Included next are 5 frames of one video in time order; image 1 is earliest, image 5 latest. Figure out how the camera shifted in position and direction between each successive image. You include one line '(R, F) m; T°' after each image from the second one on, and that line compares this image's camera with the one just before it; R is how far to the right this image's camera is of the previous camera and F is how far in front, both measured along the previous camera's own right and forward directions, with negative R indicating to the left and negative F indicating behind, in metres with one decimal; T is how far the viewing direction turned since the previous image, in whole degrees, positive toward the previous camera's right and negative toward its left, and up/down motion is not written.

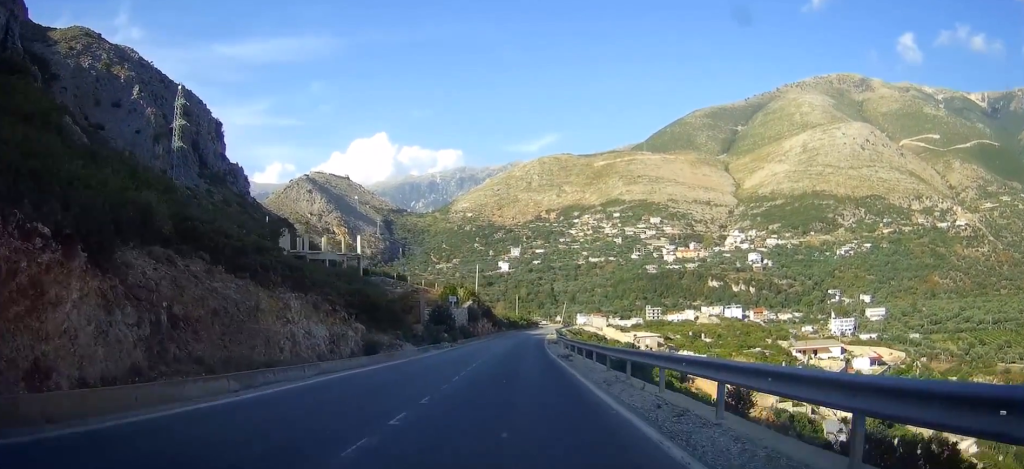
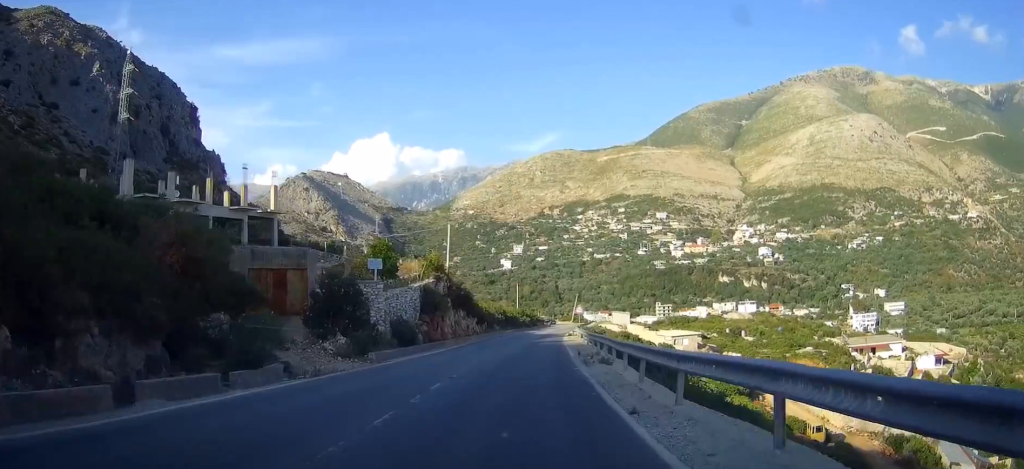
(0.0, +34.5) m; 0°
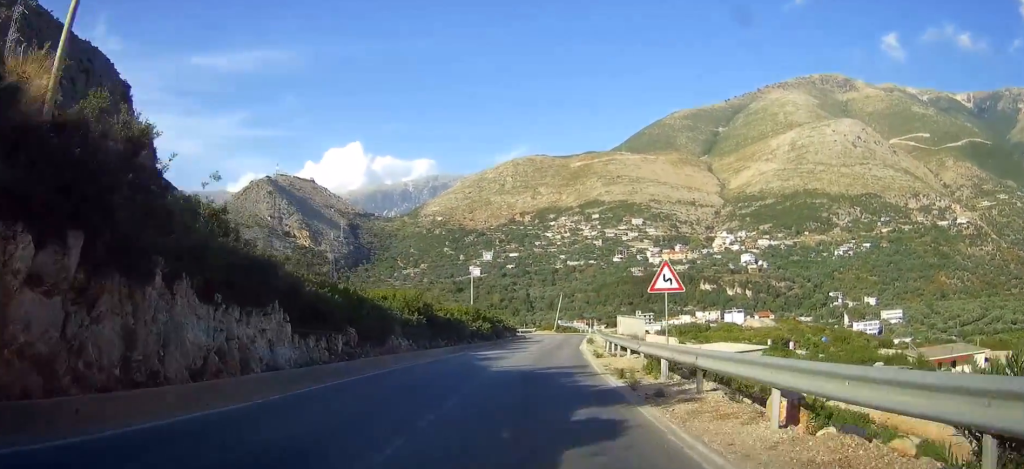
(+0.3, +46.5) m; +2°
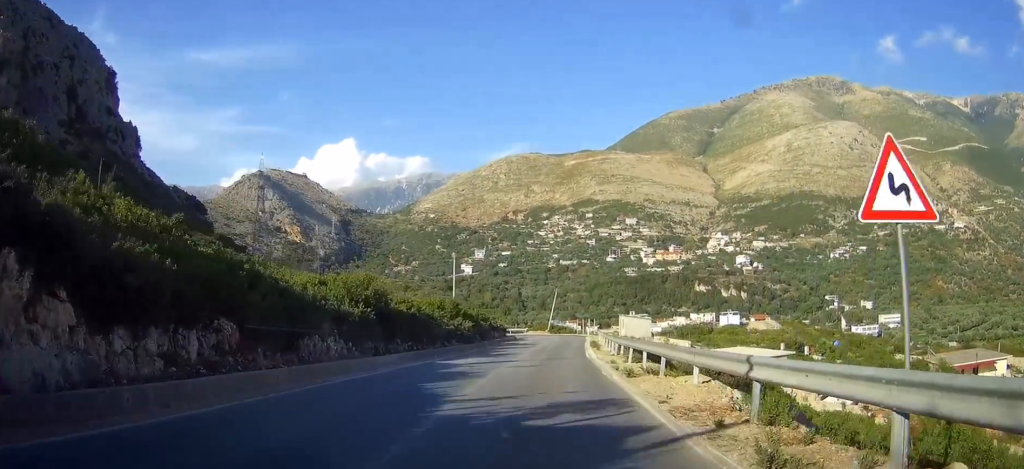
(+0.1, +10.3) m; +1°
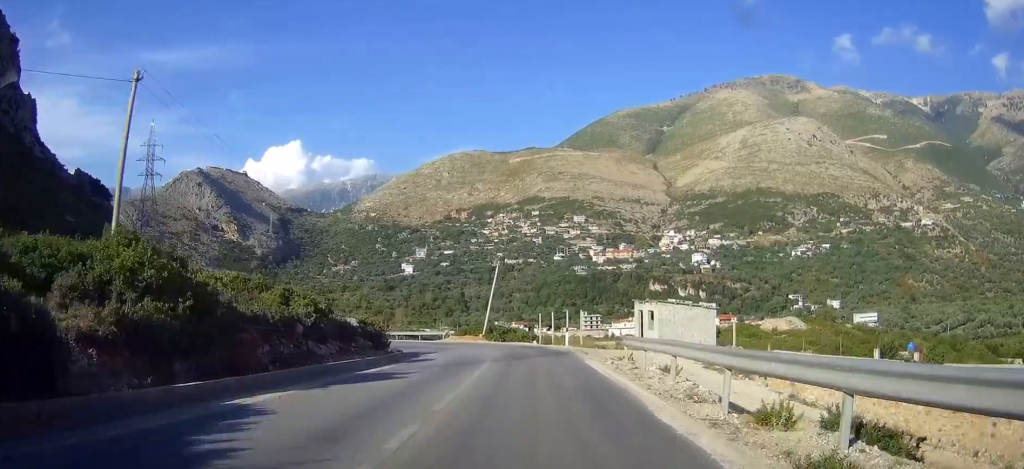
(+2.0, +46.9) m; +4°
